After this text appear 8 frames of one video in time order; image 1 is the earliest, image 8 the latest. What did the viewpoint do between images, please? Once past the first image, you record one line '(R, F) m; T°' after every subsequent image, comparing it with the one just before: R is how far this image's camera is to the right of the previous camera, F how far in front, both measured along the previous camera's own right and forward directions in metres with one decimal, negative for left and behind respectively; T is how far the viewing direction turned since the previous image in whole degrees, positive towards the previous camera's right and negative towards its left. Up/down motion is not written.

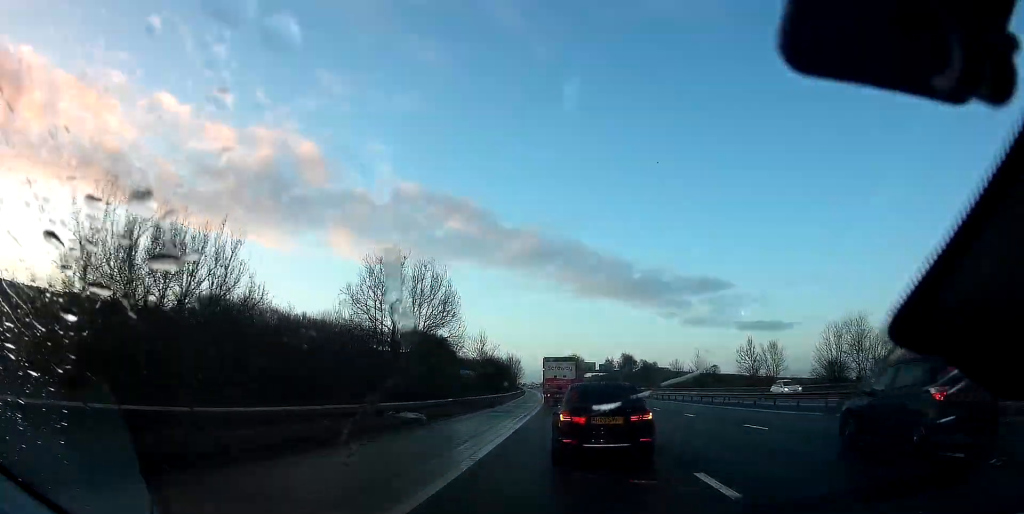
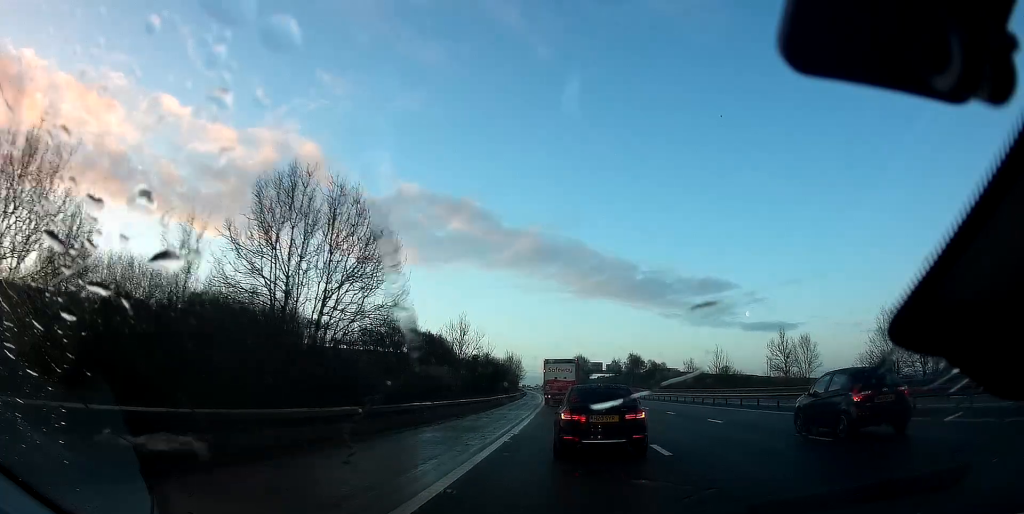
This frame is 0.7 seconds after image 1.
(-0.2, +12.6) m; -2°
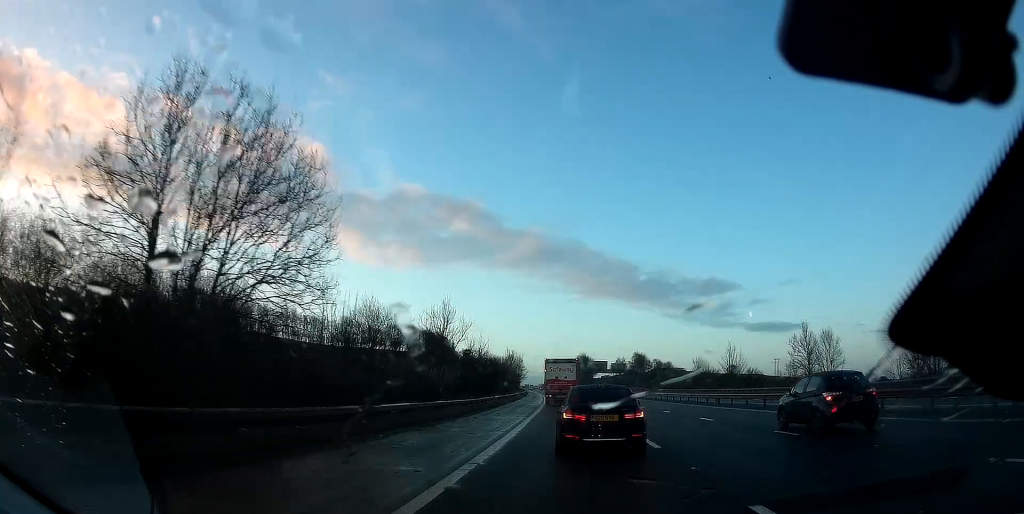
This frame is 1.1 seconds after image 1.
(-0.1, +7.1) m; 0°
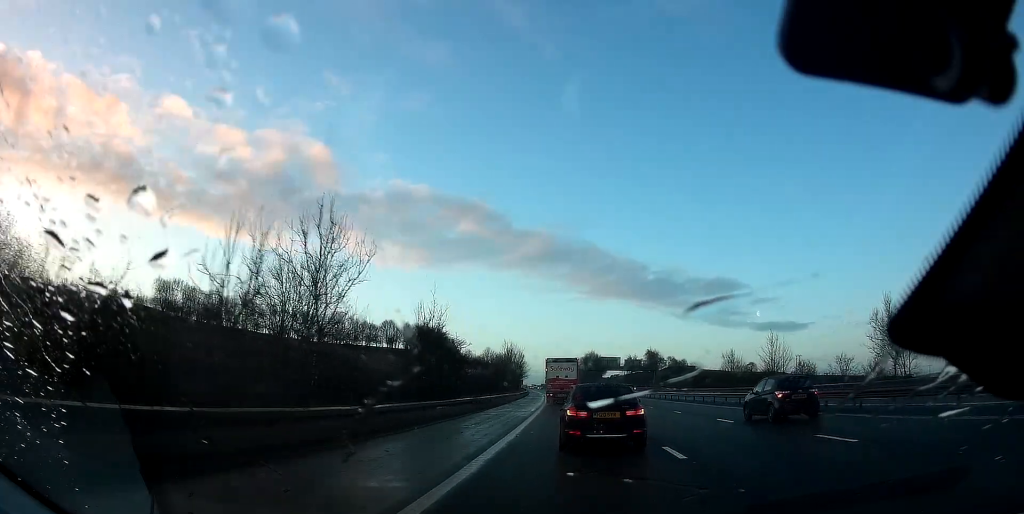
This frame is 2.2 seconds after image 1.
(-0.1, +19.2) m; 0°
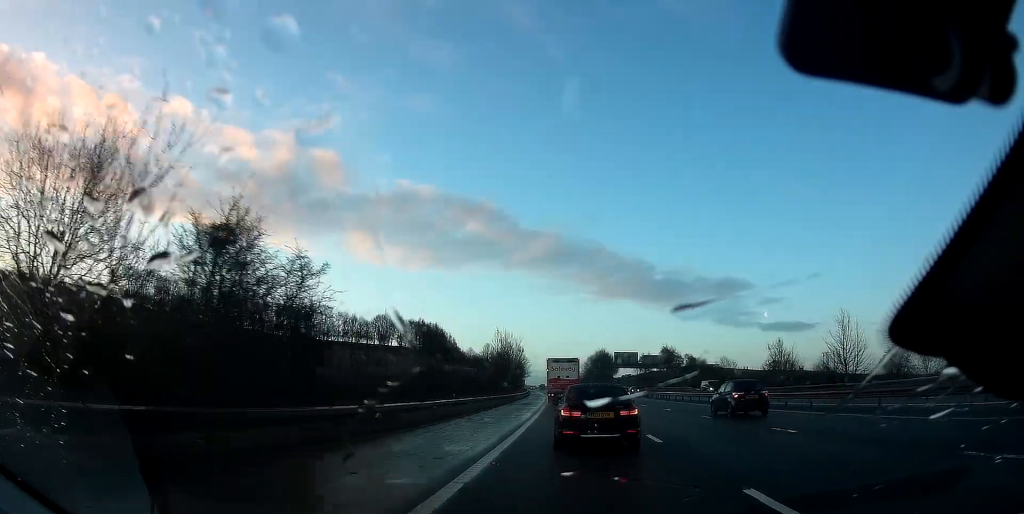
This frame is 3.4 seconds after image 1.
(-0.1, +22.4) m; 0°
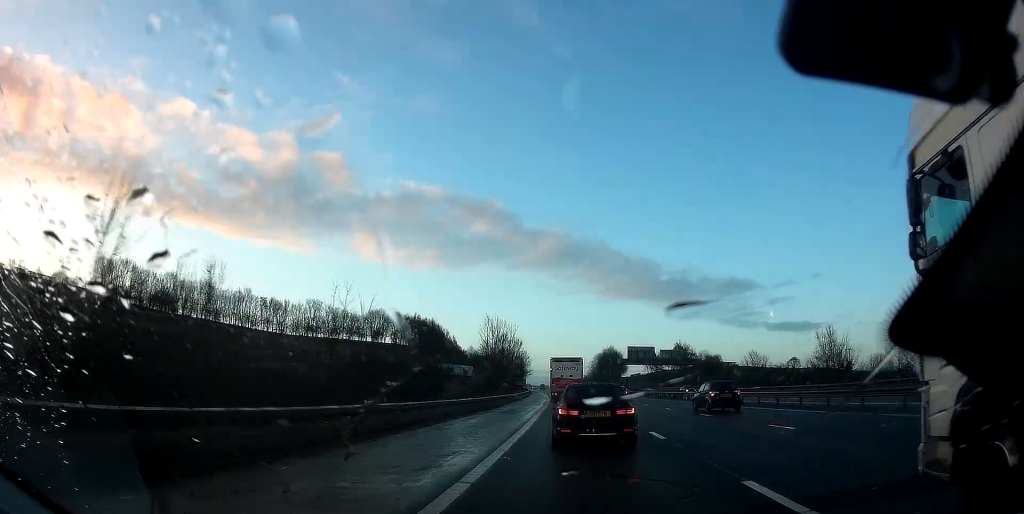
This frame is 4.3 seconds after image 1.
(-0.1, +17.2) m; 0°
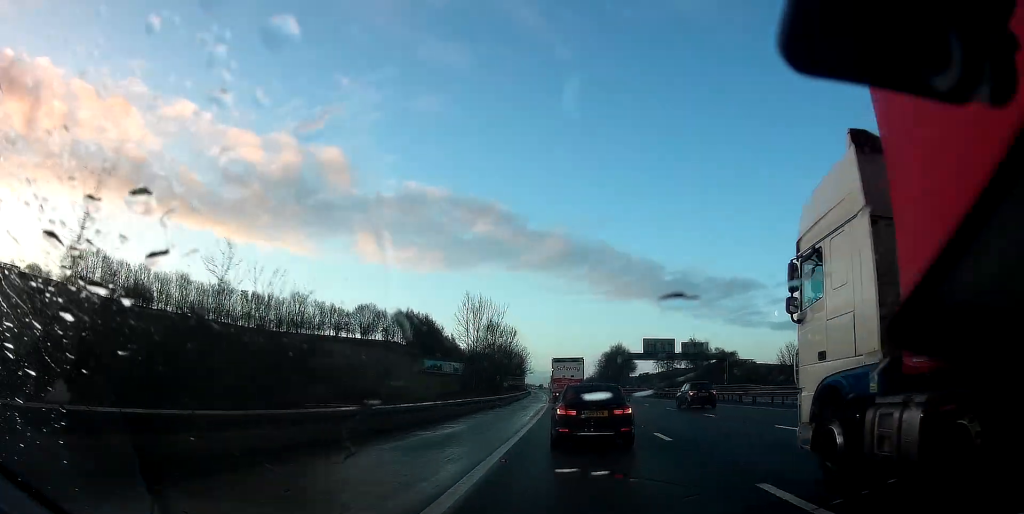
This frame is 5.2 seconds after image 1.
(-0.1, +18.0) m; 0°
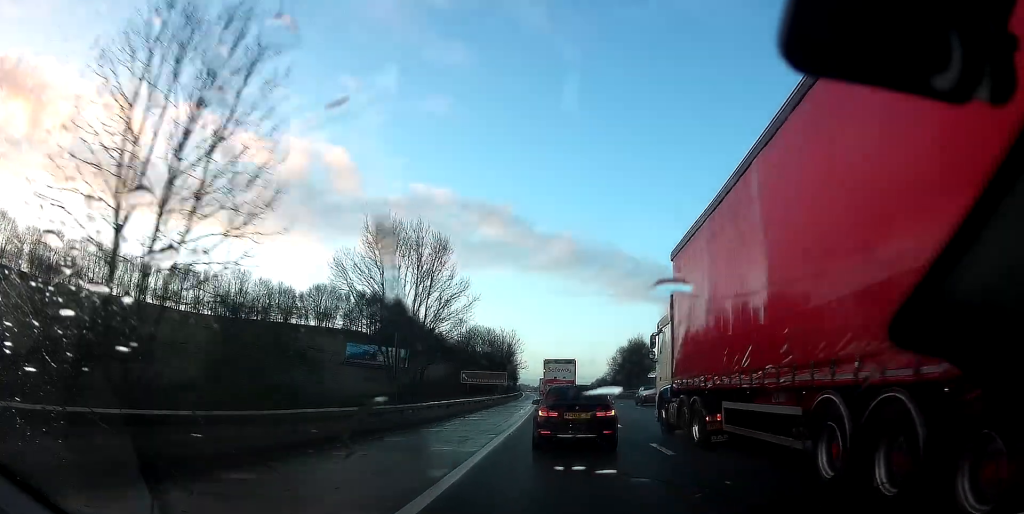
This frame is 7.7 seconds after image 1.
(+1.0, +47.7) m; +2°
